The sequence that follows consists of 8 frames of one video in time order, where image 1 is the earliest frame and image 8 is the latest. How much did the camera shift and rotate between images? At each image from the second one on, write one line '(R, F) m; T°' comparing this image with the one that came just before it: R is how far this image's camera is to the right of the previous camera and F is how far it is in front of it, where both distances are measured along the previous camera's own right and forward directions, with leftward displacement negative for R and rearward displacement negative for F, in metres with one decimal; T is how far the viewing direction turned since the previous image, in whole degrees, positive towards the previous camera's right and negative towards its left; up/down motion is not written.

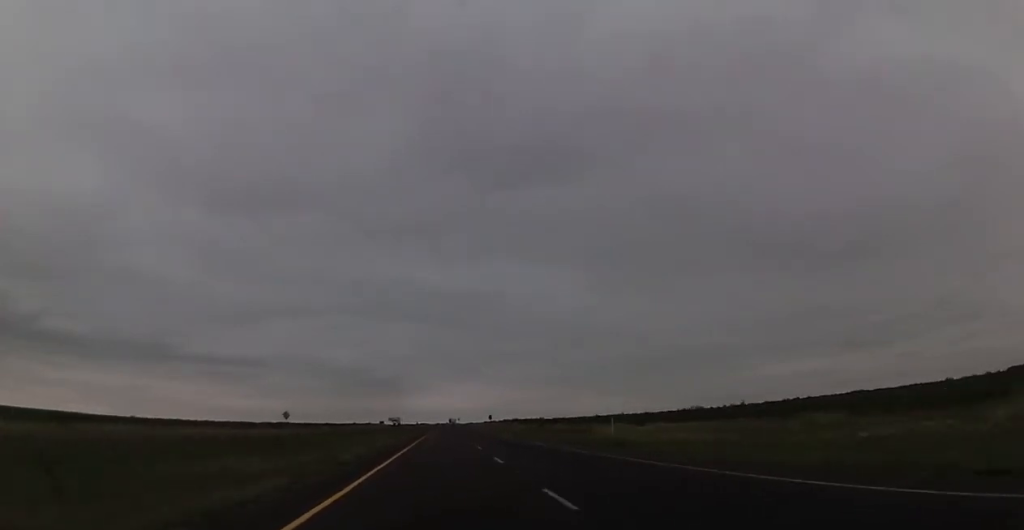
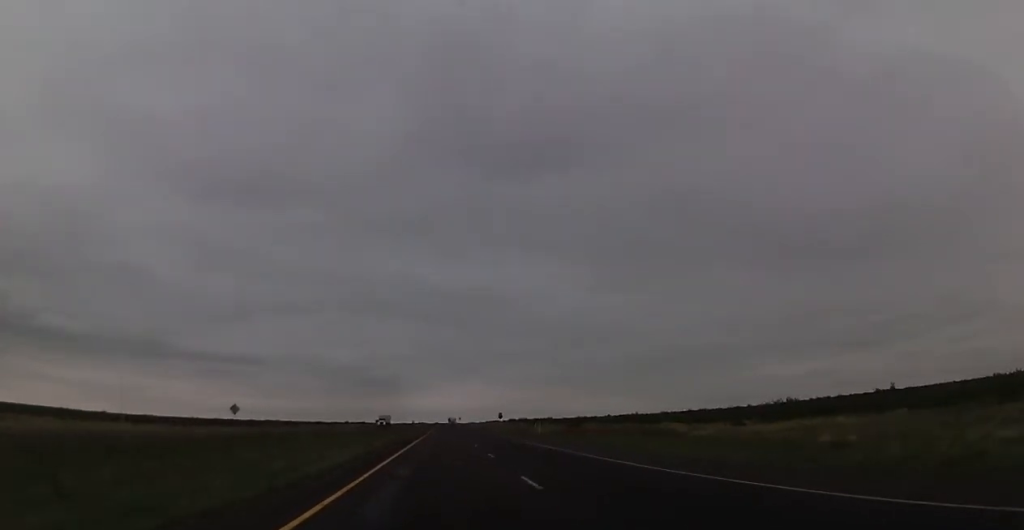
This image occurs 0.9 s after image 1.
(+0.1, +33.0) m; 0°
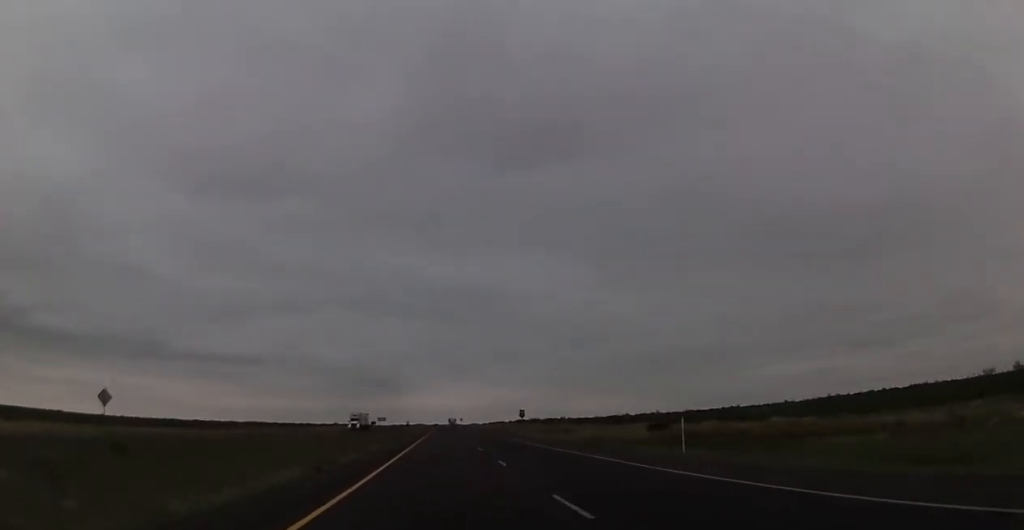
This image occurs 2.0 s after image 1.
(-0.1, +40.2) m; 0°
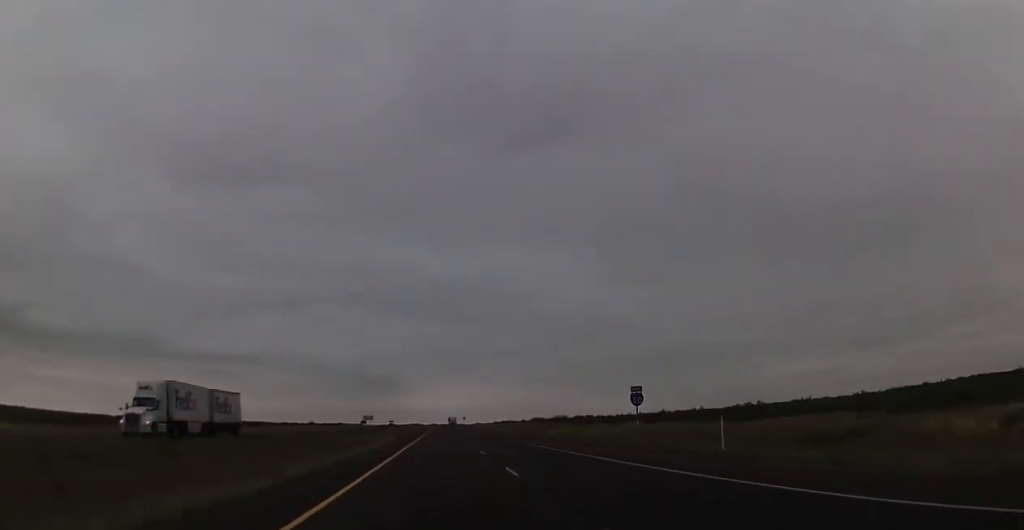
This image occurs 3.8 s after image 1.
(+0.1, +64.7) m; 0°
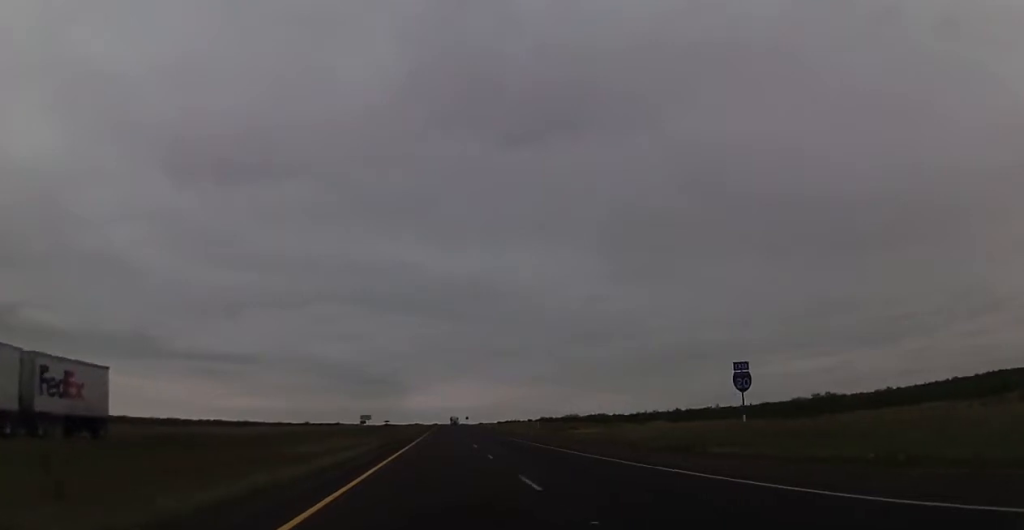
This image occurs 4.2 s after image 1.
(0.0, +15.9) m; 0°
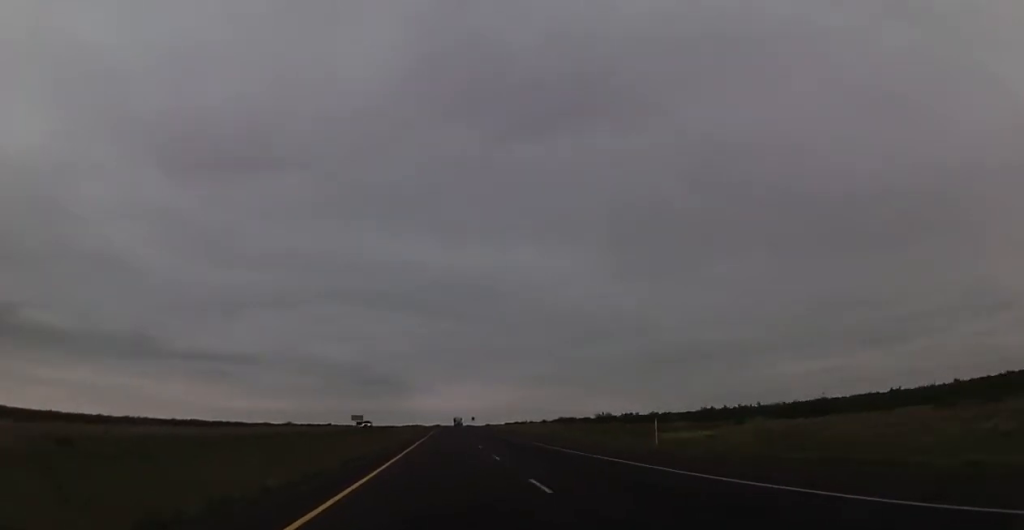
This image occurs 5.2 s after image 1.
(0.0, +36.6) m; 0°
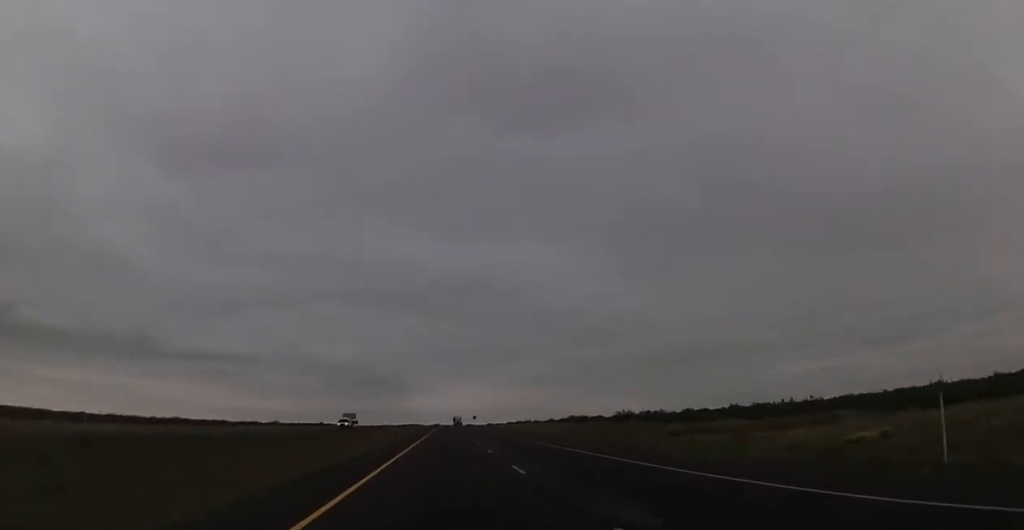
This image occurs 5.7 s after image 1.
(0.0, +19.5) m; 0°
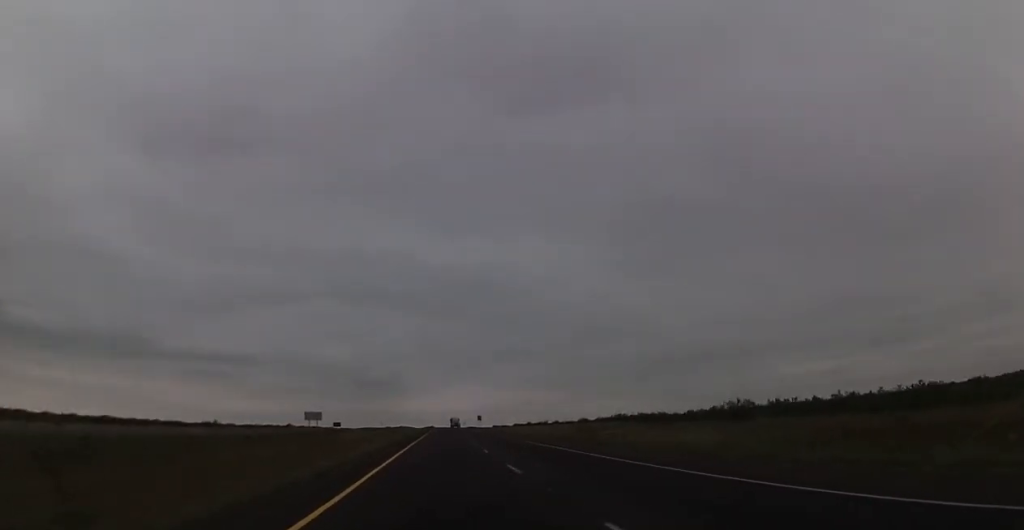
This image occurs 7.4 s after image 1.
(0.0, +59.9) m; 0°
